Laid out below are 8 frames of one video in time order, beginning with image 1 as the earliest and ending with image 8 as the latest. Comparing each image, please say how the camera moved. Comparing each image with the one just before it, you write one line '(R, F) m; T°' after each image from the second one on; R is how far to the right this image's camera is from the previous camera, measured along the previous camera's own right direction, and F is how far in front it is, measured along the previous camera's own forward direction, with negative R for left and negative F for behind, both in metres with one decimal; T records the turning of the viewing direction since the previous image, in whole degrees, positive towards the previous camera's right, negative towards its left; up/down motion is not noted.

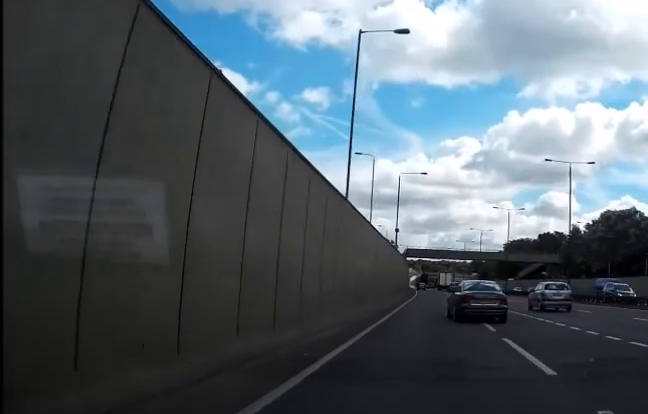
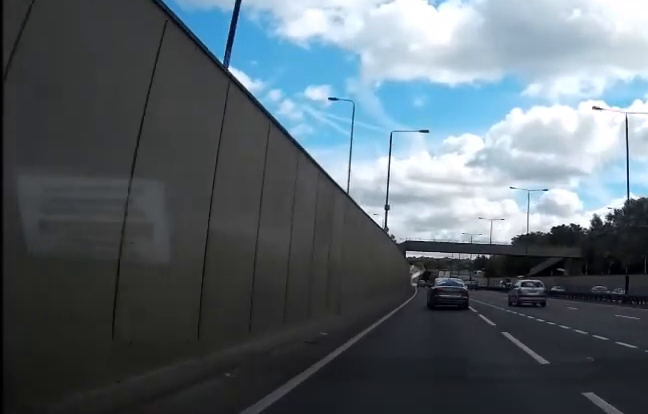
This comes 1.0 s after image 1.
(0.0, +16.7) m; 0°
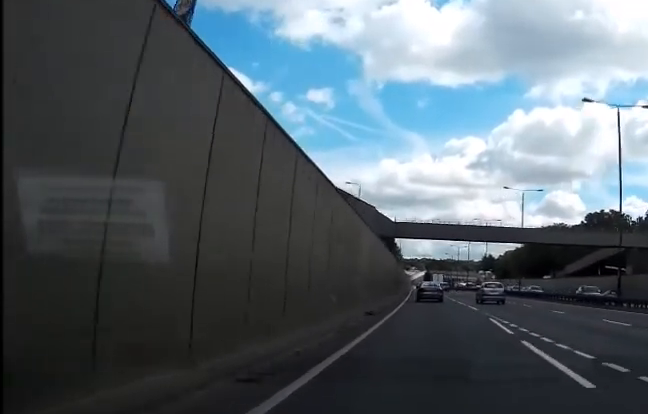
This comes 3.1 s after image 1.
(0.0, +37.0) m; 0°
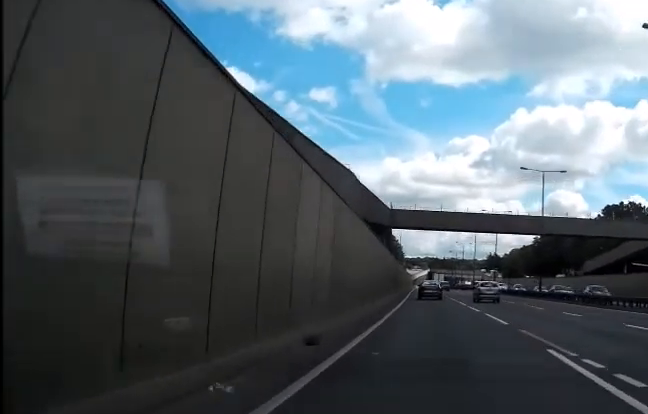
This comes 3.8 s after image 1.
(-0.1, +11.6) m; 0°
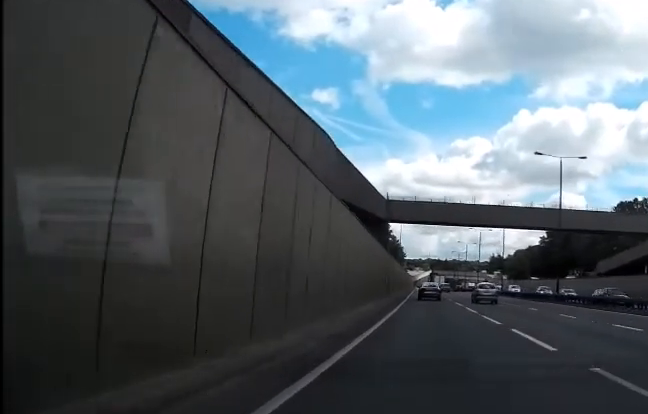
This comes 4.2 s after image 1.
(+0.1, +7.6) m; 0°
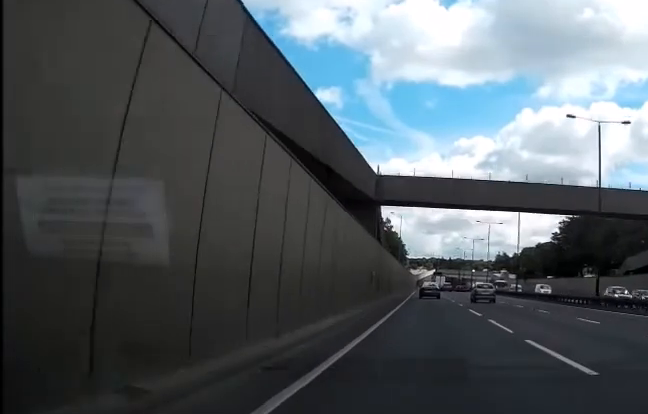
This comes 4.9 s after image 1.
(0.0, +11.7) m; 0°
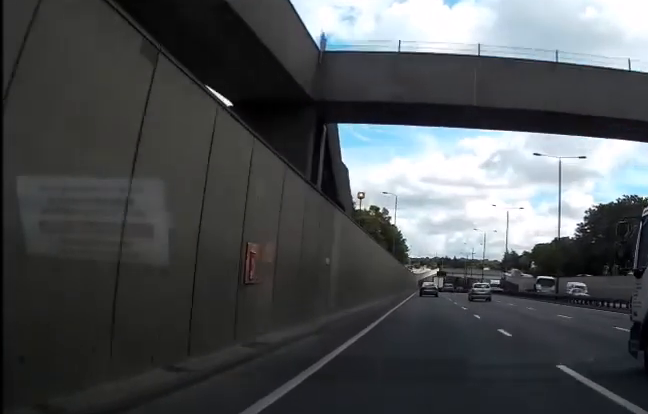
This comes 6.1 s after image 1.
(-0.2, +22.3) m; -1°
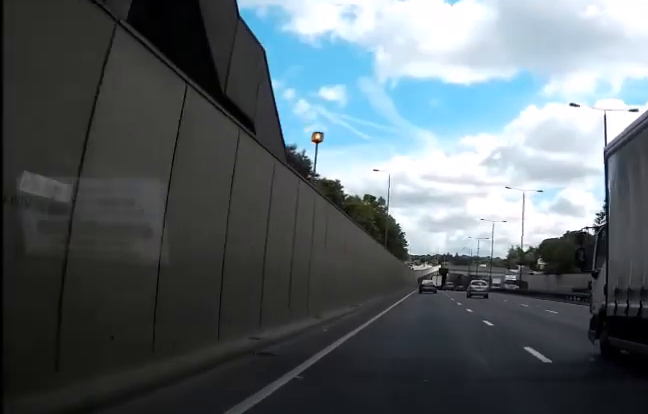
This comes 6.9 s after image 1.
(-0.1, +14.1) m; 0°
